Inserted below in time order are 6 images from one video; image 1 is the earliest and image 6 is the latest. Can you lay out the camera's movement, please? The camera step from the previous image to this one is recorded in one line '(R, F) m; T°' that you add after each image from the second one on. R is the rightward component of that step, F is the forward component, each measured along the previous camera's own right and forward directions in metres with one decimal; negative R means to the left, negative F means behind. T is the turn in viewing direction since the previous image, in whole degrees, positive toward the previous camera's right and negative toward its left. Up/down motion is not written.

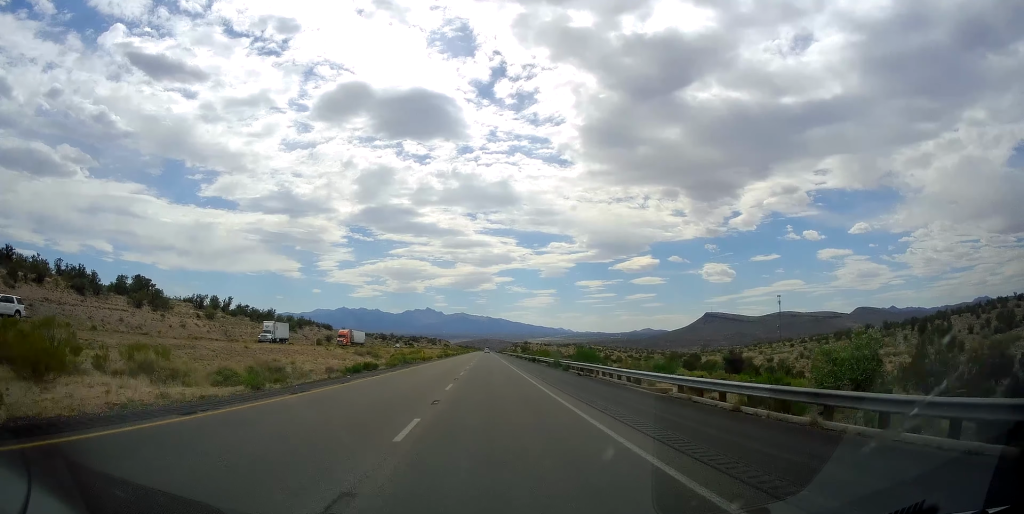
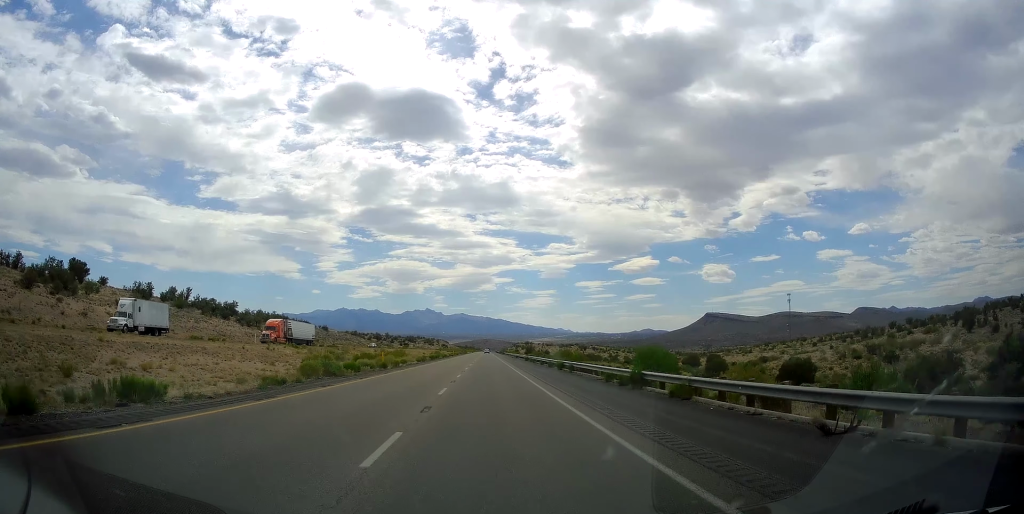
(-0.1, +26.6) m; 0°
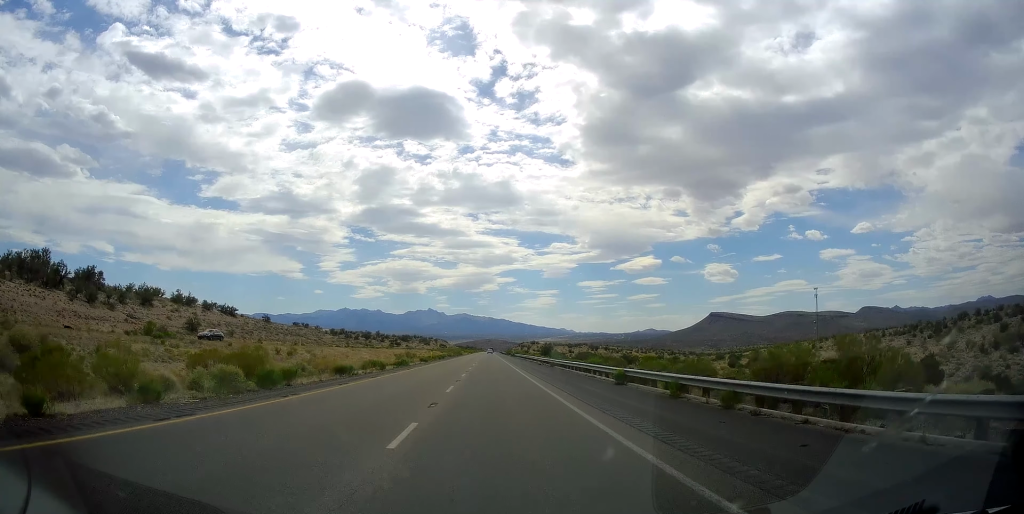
(-0.6, +59.1) m; -1°
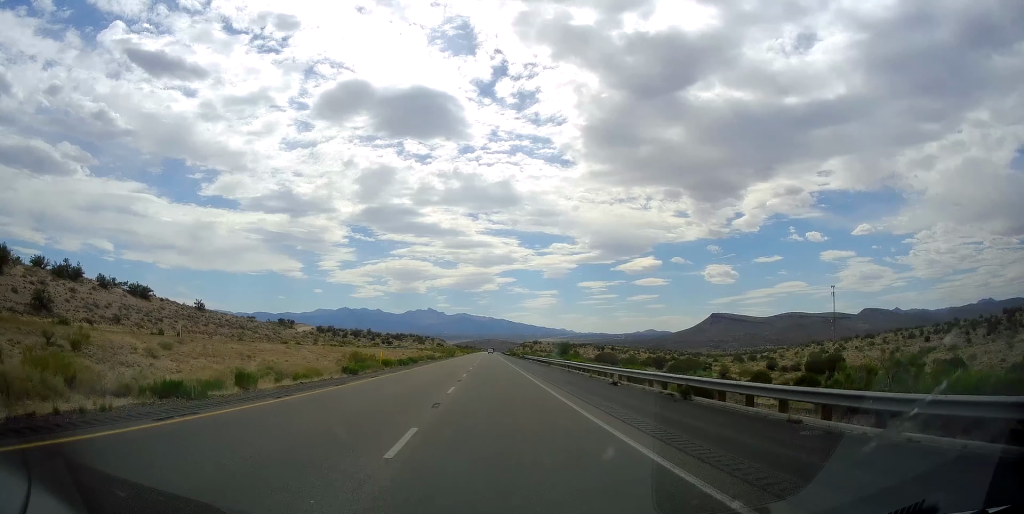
(+0.2, +37.0) m; +1°
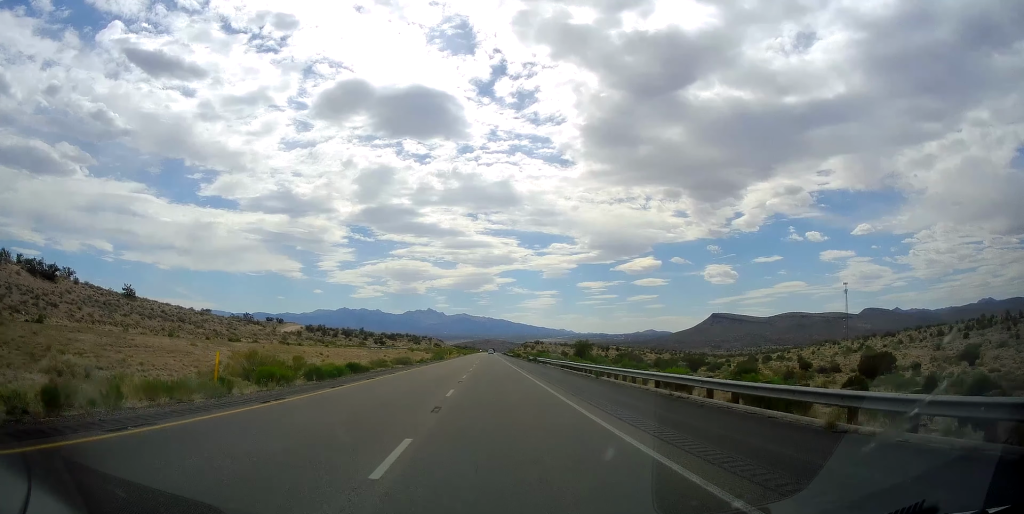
(+0.1, +25.5) m; 0°
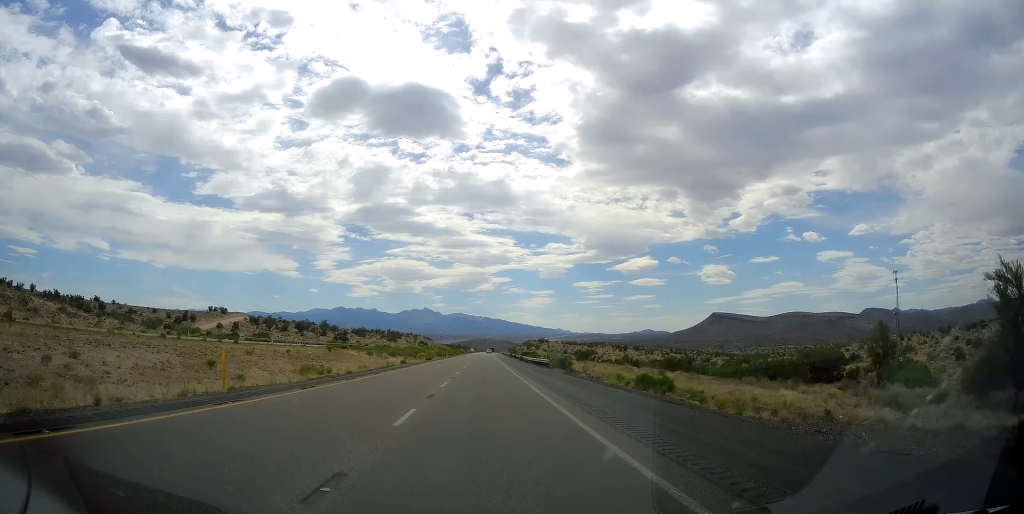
(+0.6, +92.4) m; +2°
